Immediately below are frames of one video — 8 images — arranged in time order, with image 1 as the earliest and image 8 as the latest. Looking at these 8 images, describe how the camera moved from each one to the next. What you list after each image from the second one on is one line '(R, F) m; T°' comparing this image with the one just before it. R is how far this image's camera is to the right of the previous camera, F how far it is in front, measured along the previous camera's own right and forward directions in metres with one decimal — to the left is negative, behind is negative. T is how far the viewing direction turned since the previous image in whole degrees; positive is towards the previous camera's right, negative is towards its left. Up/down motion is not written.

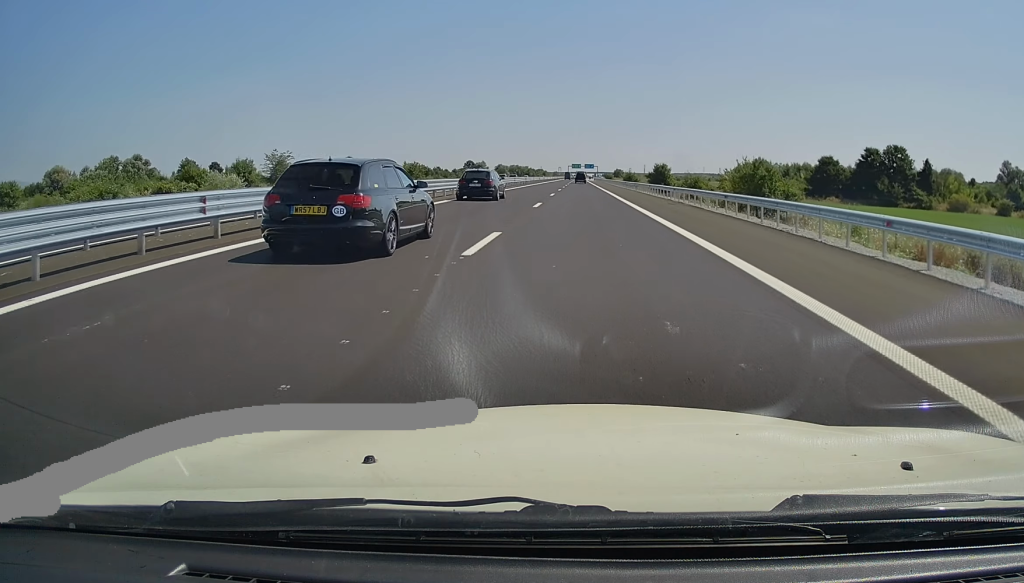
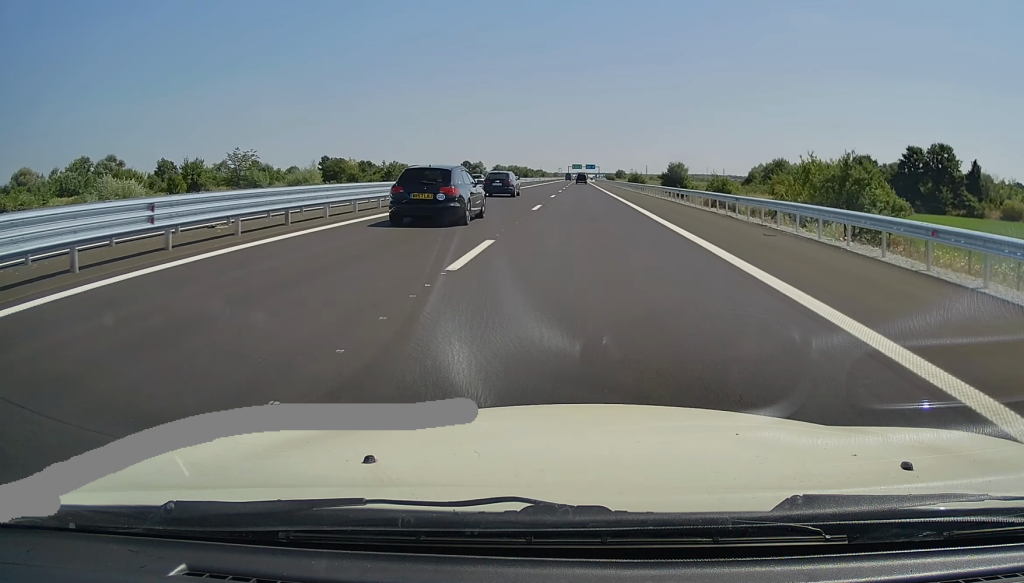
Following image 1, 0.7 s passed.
(-0.1, +17.7) m; 0°
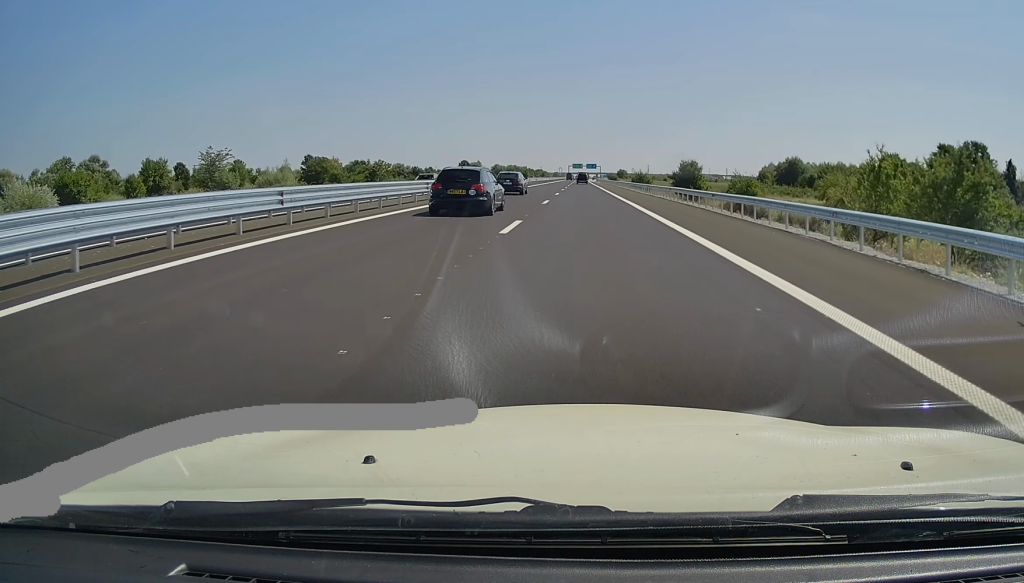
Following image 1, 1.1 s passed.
(+0.2, +10.7) m; 0°
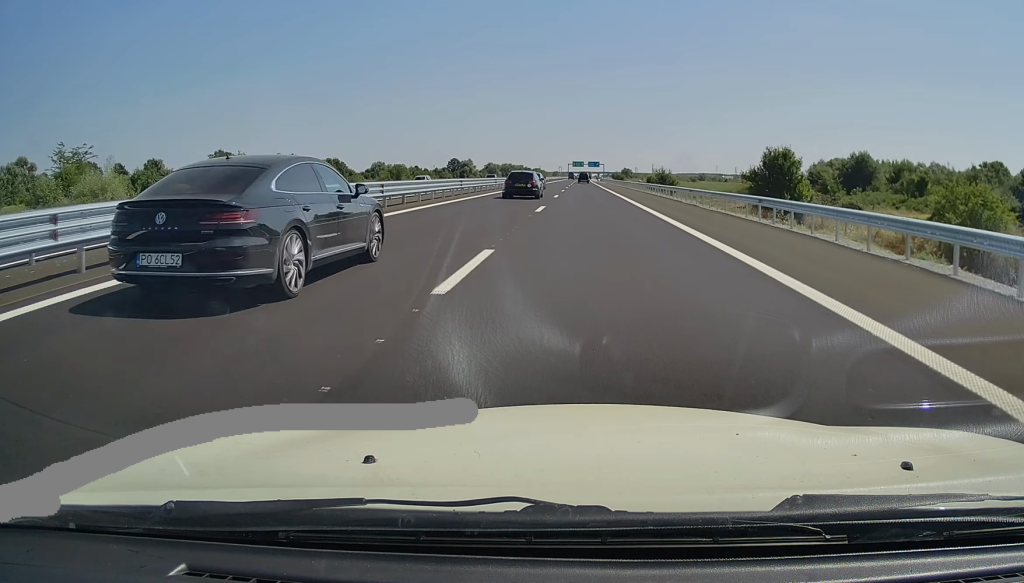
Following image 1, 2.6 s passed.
(-0.3, +40.1) m; -1°
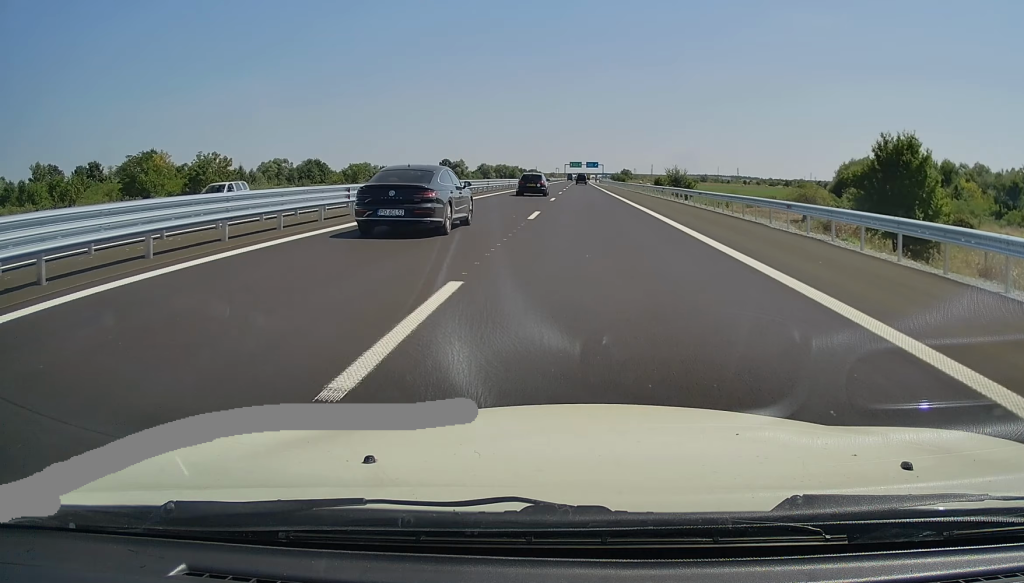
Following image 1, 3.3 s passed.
(-0.1, +19.5) m; +1°
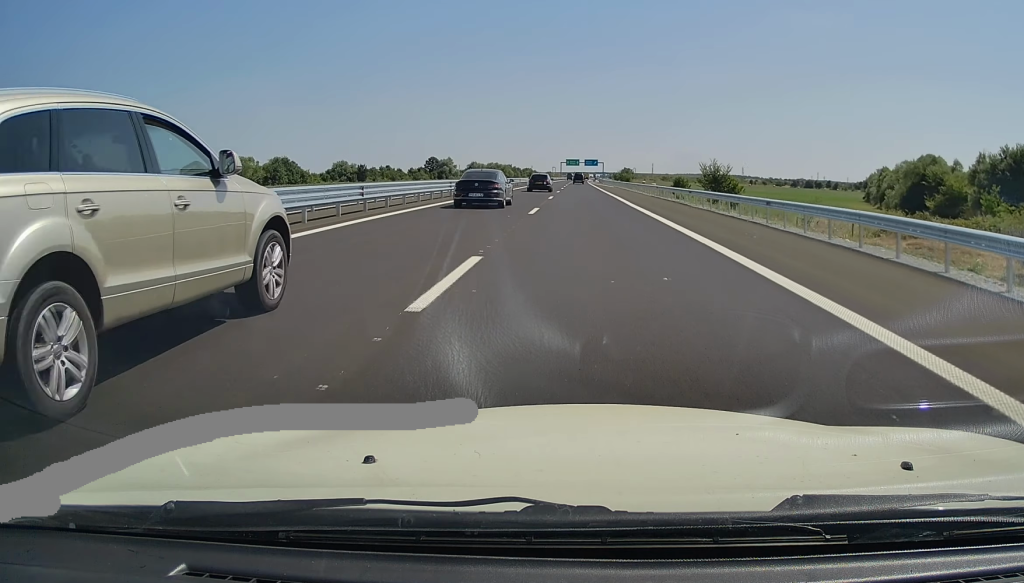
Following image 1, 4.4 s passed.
(+0.5, +30.2) m; 0°
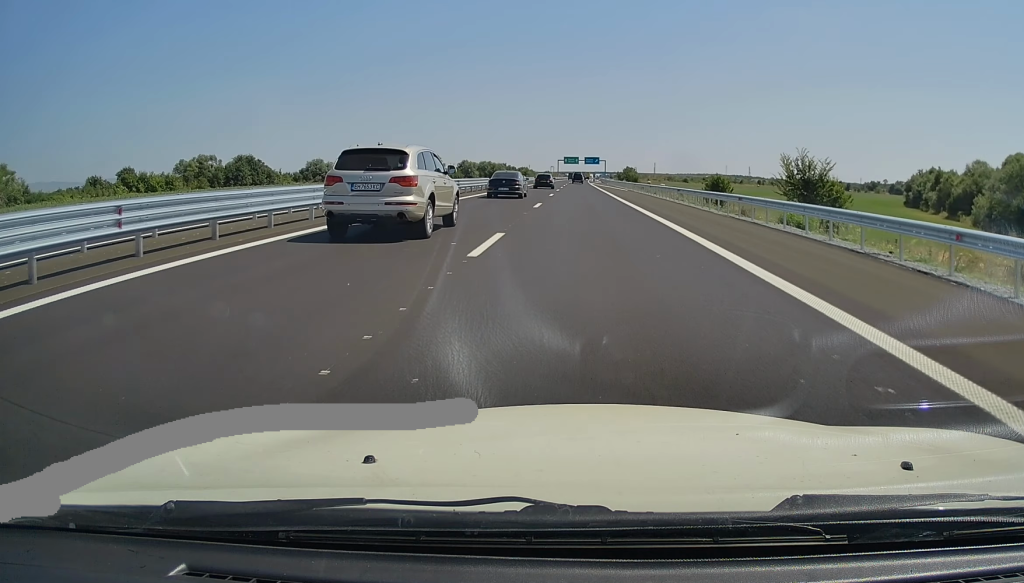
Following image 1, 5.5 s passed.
(-0.4, +28.6) m; 0°
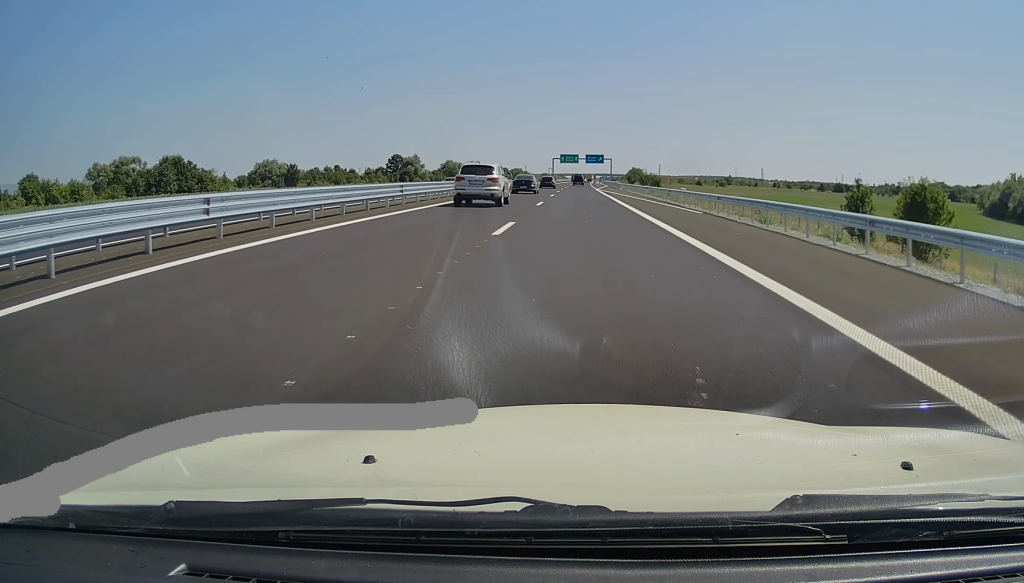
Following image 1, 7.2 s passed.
(+0.6, +44.6) m; 0°
